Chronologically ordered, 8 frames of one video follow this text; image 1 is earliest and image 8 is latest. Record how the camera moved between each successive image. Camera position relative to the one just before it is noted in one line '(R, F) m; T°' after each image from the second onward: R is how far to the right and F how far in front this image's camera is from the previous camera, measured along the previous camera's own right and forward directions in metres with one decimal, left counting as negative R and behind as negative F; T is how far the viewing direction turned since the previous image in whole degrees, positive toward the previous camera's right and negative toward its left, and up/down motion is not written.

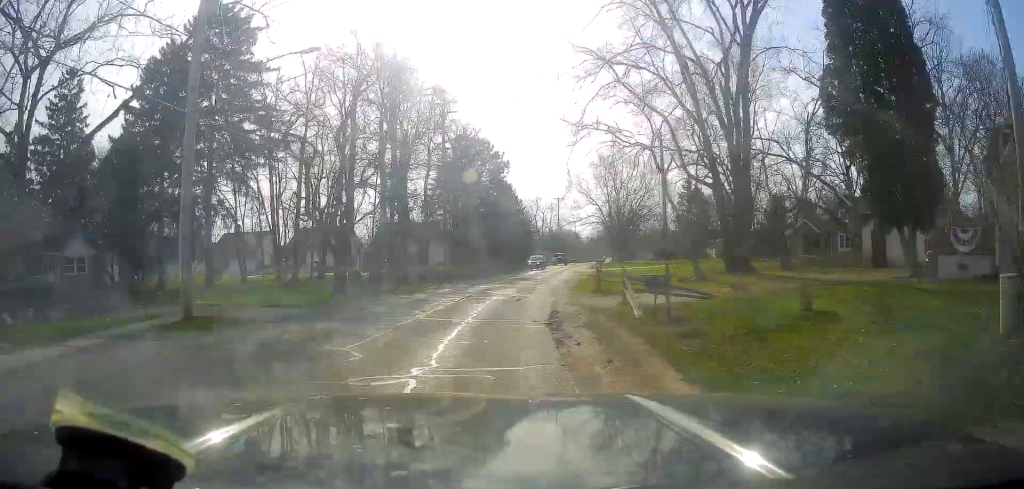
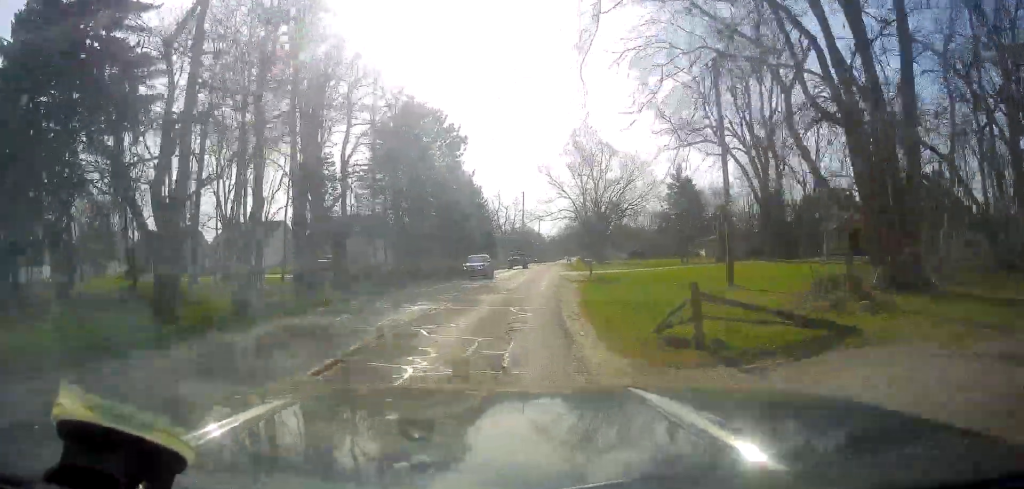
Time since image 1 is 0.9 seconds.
(+0.3, +14.9) m; +3°
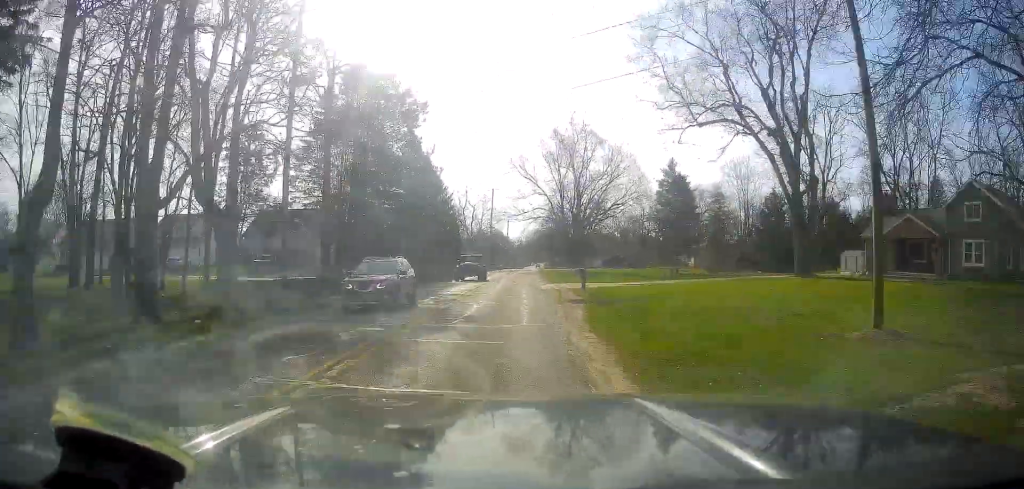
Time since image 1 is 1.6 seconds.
(+0.3, +10.6) m; +3°
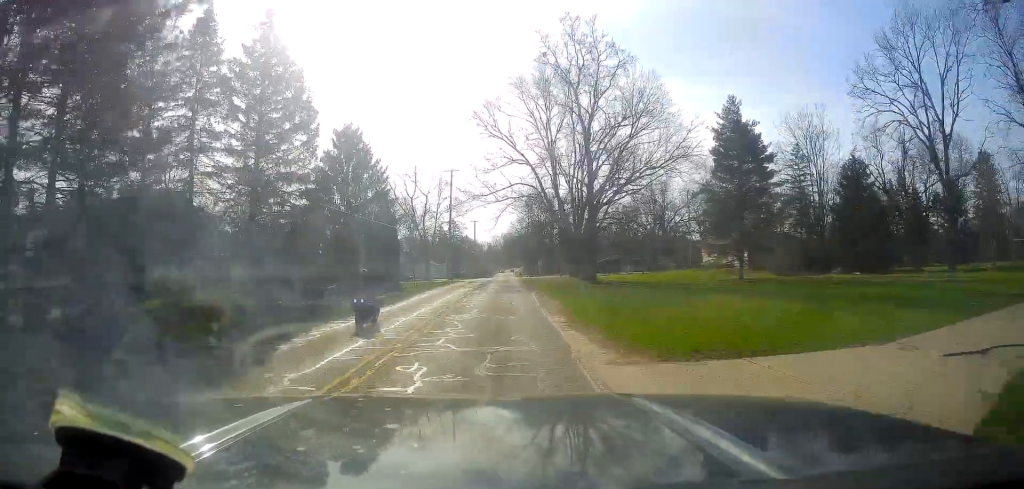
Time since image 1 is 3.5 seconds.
(+1.7, +29.8) m; +4°
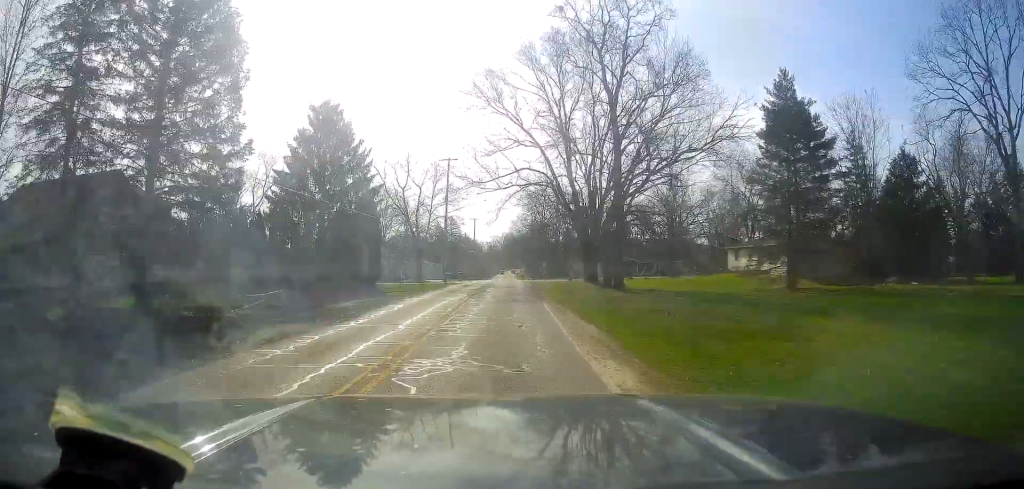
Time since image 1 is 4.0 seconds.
(-0.1, +8.7) m; 0°
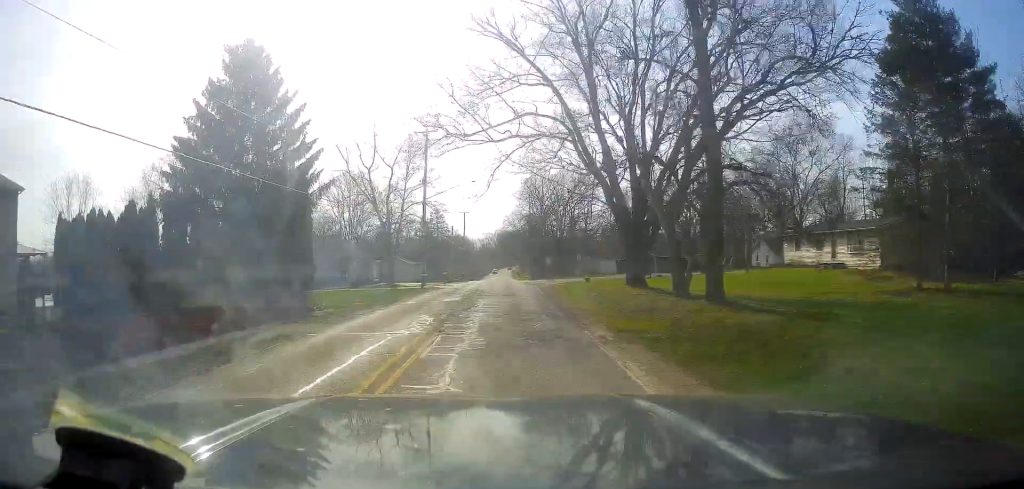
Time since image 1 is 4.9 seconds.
(0.0, +15.4) m; +1°
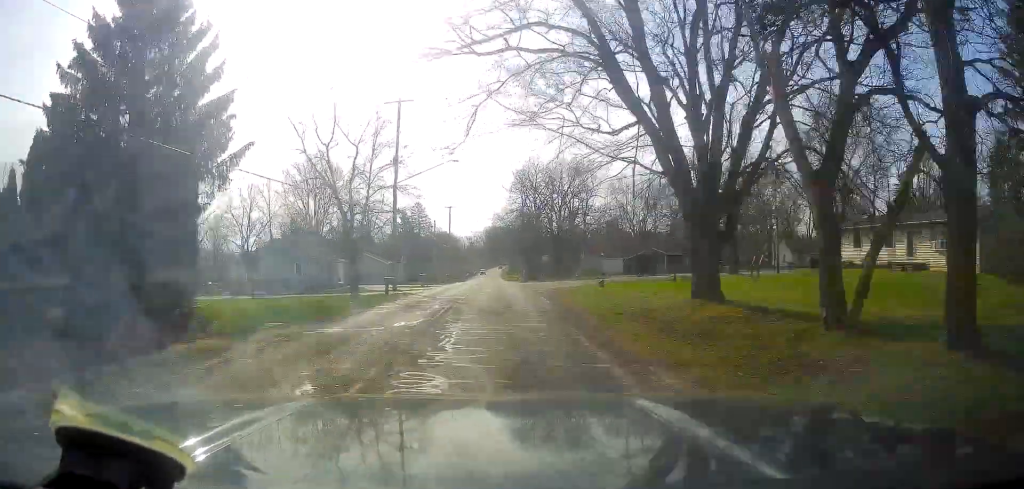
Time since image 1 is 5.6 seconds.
(+0.1, +11.1) m; +1°
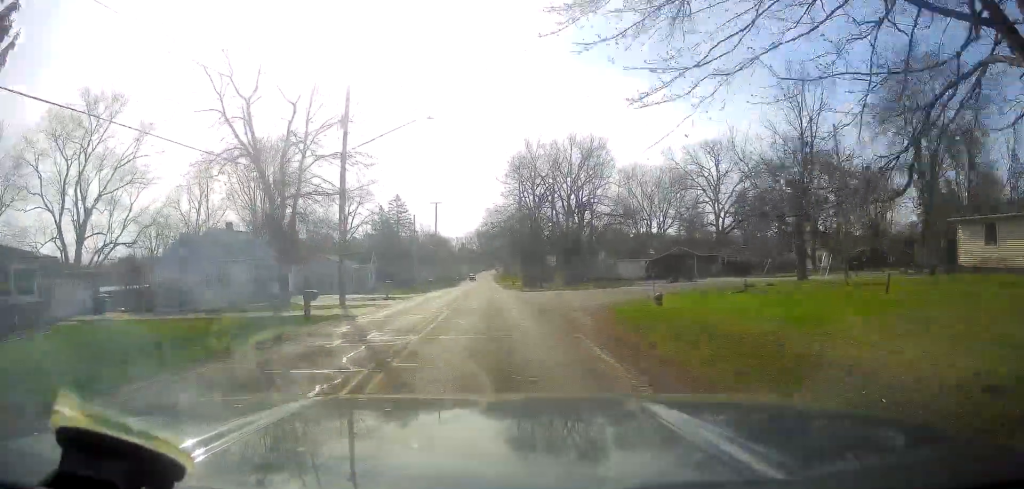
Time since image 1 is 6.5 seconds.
(+0.4, +14.5) m; +1°
